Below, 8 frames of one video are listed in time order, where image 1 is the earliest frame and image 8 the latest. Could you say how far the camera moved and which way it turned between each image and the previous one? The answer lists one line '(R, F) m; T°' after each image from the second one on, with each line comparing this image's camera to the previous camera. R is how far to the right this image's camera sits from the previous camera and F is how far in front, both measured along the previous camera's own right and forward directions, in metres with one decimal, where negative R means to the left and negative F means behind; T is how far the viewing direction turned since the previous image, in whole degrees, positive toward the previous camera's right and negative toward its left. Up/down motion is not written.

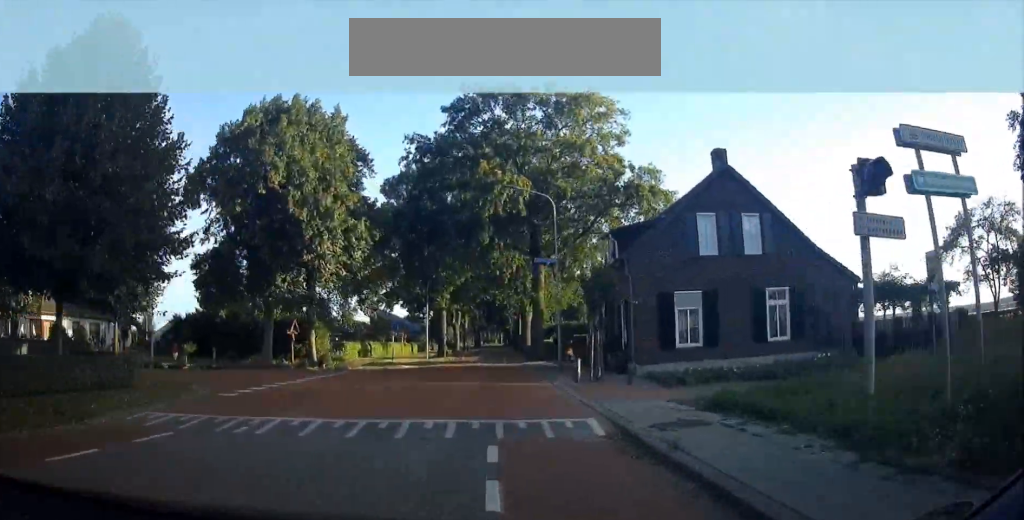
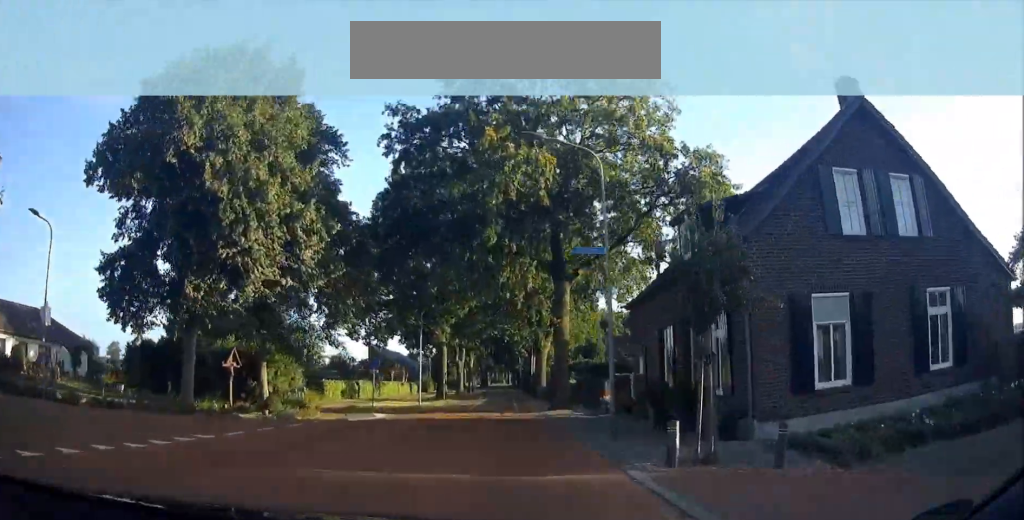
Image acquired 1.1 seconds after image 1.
(0.0, +11.1) m; +1°
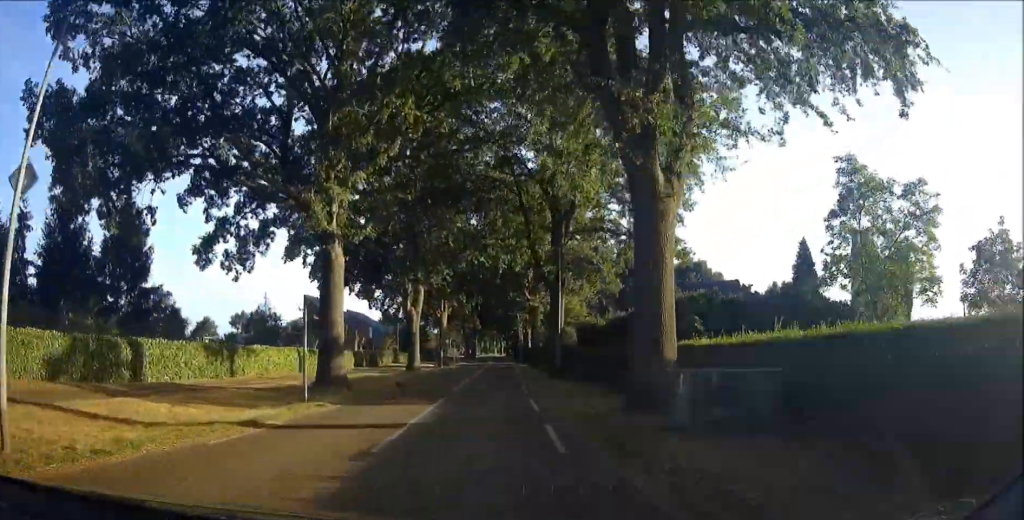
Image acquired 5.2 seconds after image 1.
(+2.0, +42.2) m; +2°
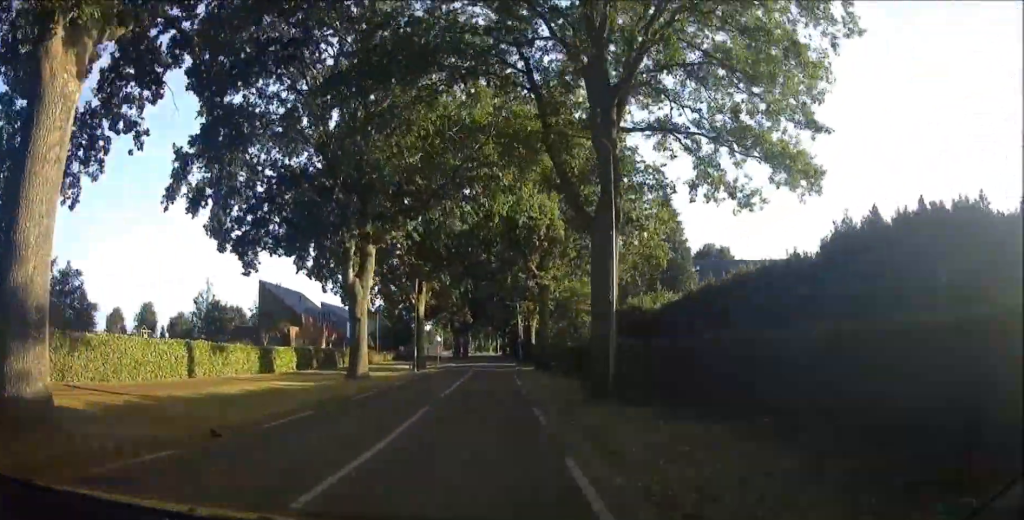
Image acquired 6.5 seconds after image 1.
(-0.4, +16.3) m; -1°
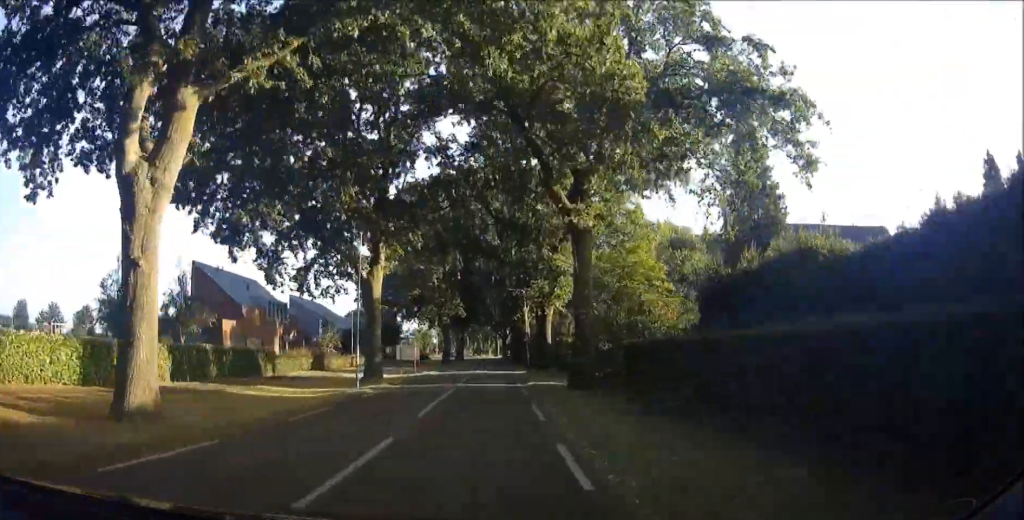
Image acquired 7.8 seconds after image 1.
(0.0, +18.0) m; 0°
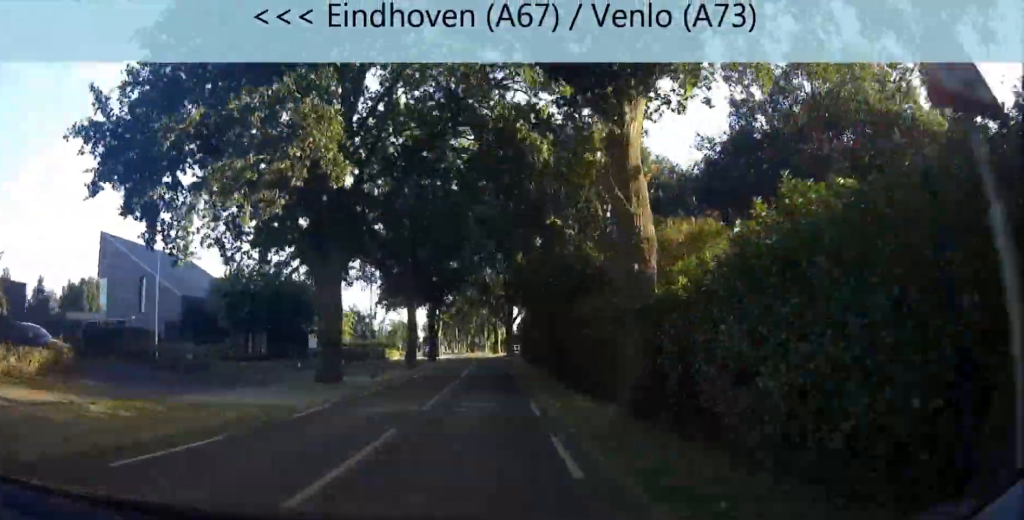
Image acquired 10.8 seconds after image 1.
(-0.2, +46.5) m; -1°
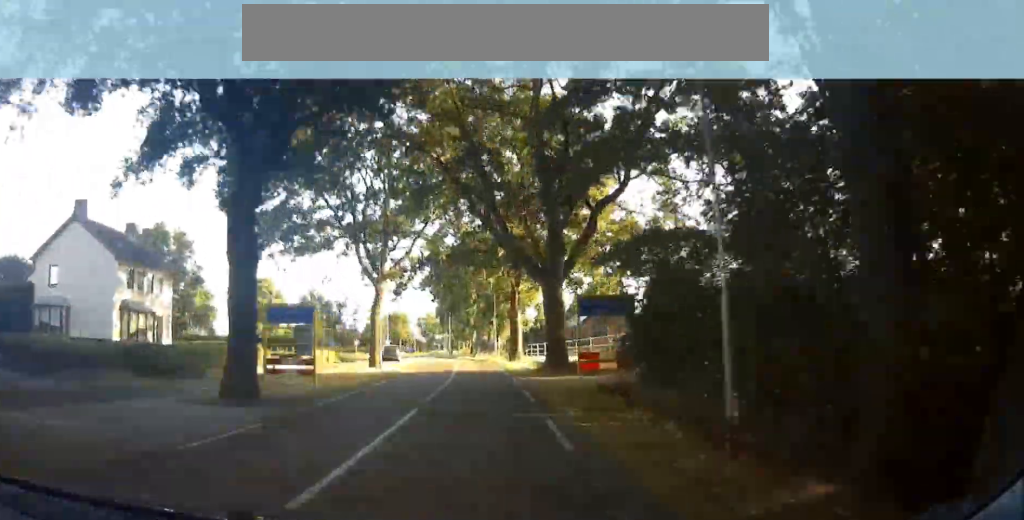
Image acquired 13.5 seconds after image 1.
(-0.5, +43.2) m; -1°
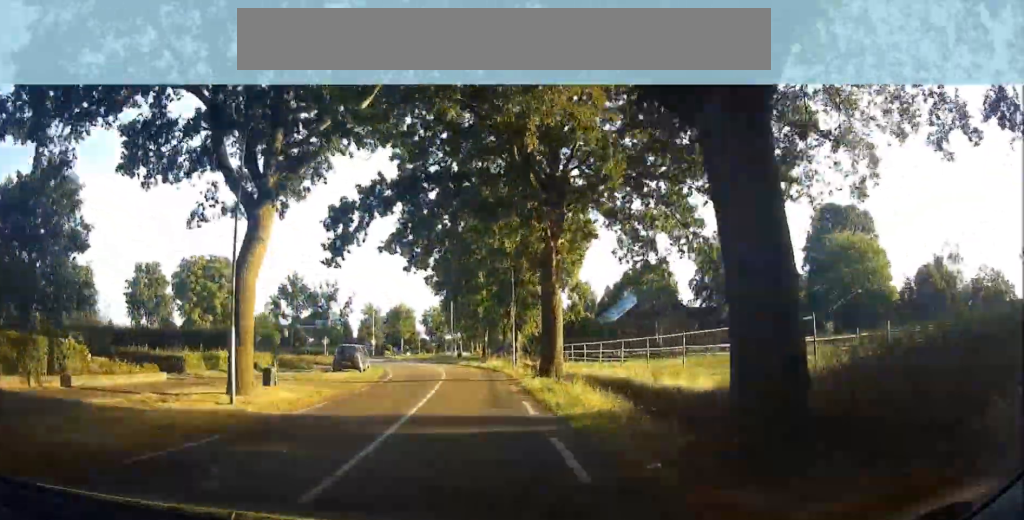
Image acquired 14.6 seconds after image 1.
(+0.1, +17.8) m; -1°
